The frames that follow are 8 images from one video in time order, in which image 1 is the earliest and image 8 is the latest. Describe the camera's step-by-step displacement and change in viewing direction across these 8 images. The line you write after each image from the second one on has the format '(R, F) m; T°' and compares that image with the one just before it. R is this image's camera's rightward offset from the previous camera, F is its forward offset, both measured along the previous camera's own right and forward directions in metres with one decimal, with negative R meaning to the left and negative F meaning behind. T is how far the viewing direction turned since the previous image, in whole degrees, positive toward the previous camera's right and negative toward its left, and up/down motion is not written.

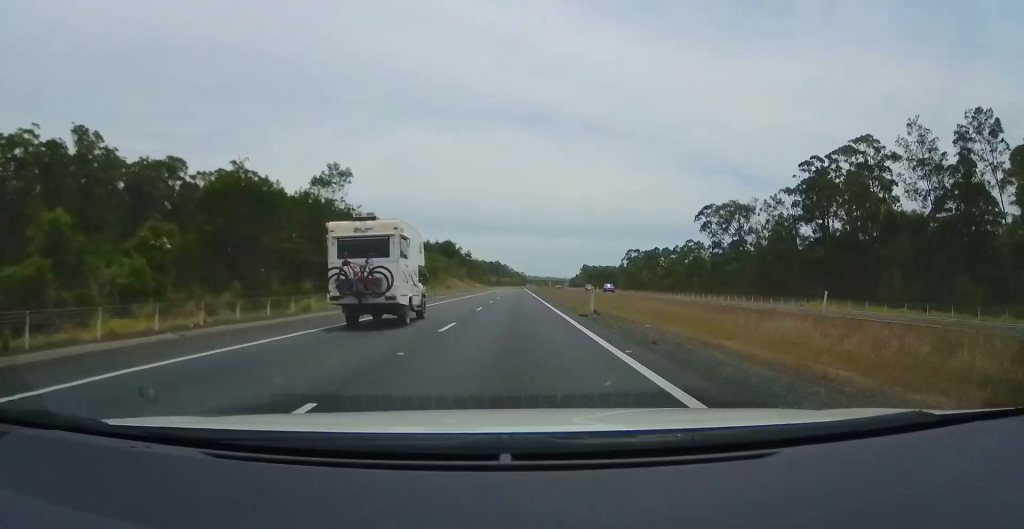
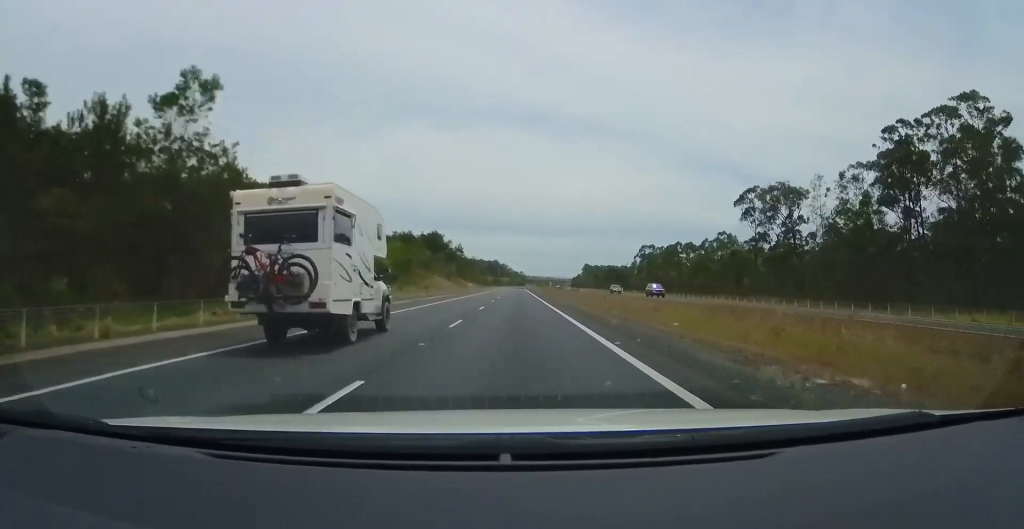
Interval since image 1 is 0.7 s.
(-0.5, +22.0) m; 0°
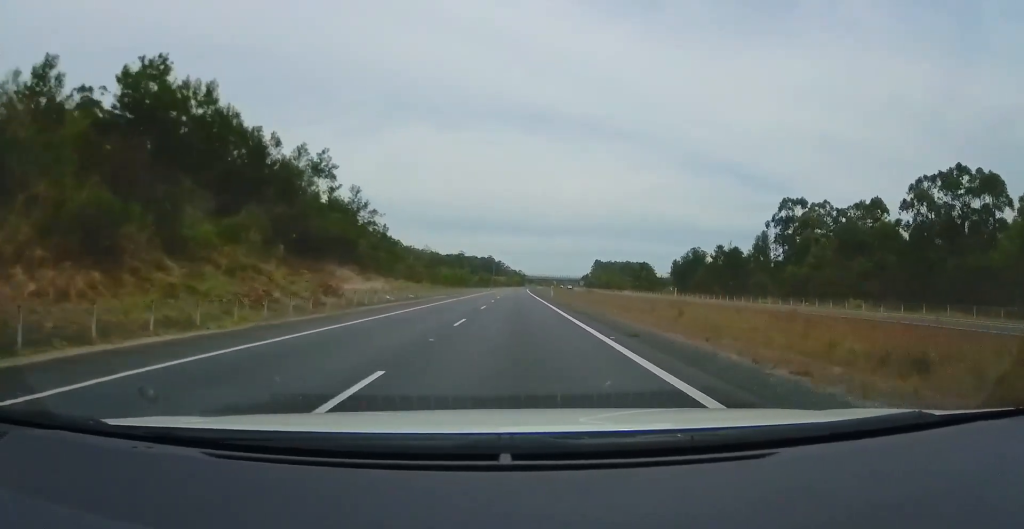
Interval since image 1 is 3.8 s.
(+2.5, +94.6) m; +1°
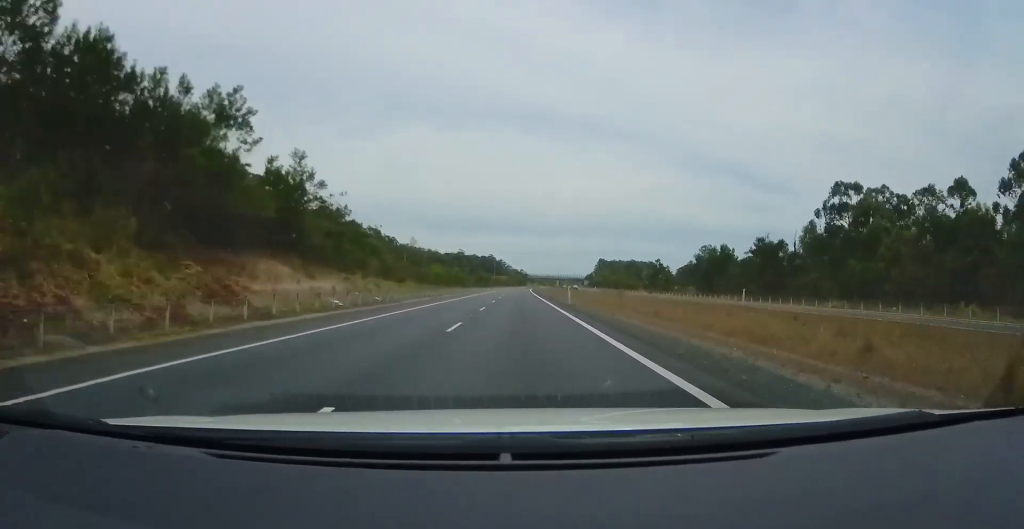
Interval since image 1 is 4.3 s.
(-0.4, +13.3) m; 0°
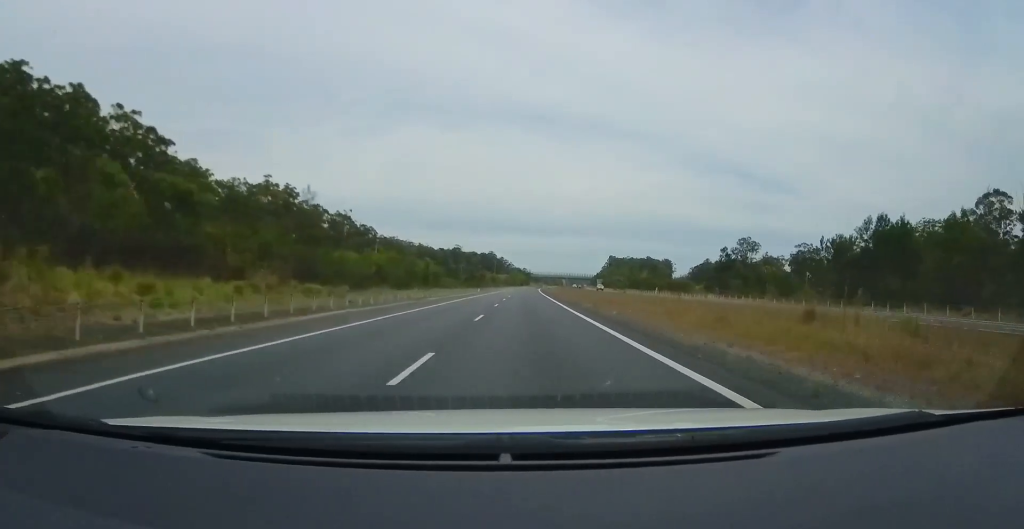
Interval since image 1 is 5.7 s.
(0.0, +43.5) m; 0°
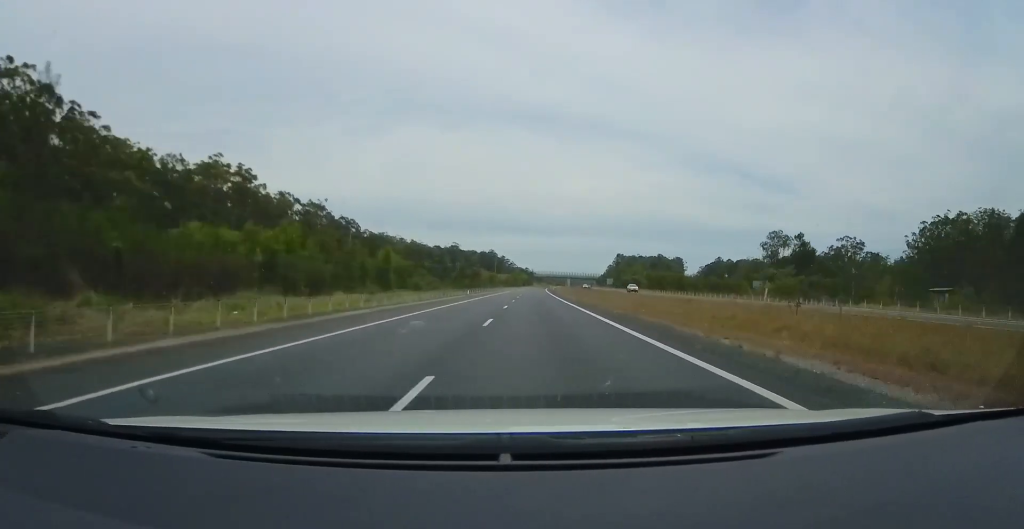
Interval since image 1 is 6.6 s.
(-0.4, +26.6) m; -1°
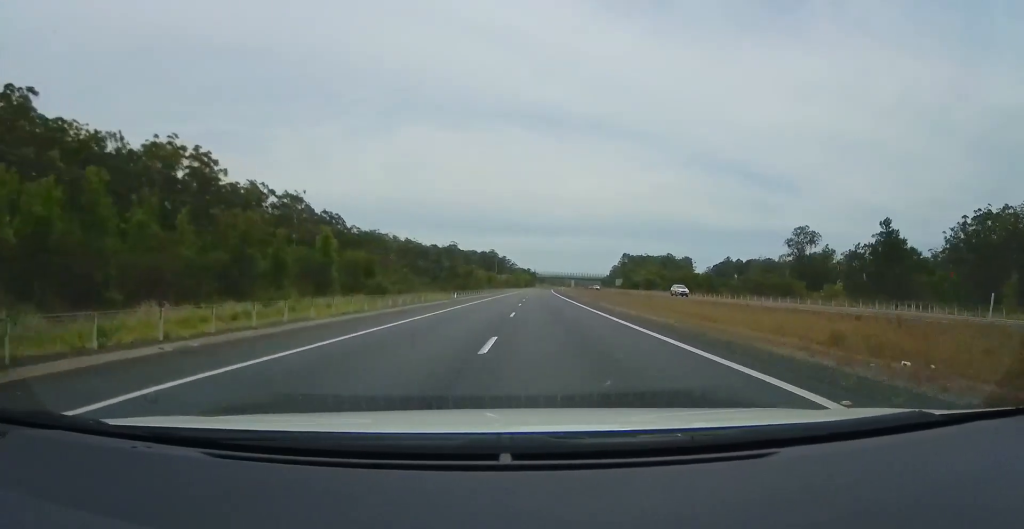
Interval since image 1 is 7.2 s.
(0.0, +18.2) m; 0°
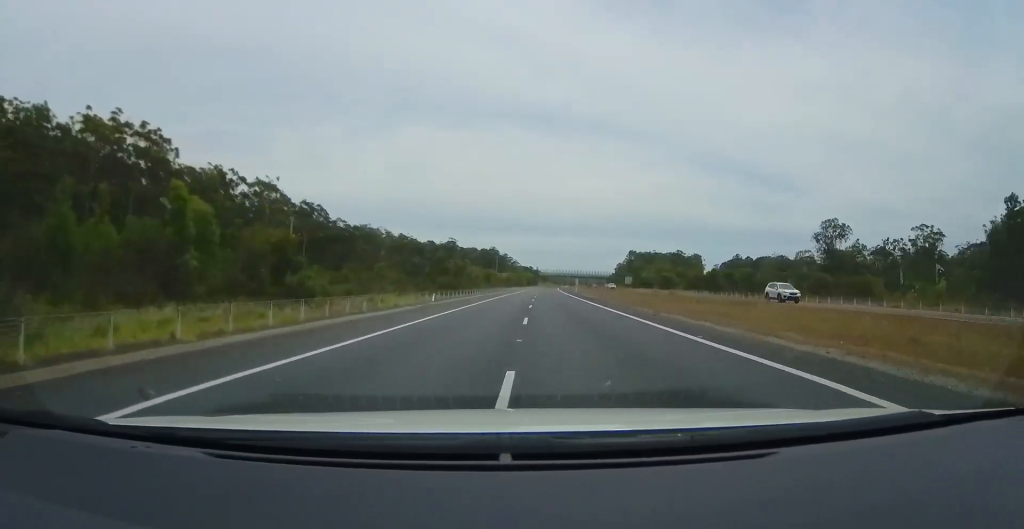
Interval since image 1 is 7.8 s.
(0.0, +17.0) m; 0°
